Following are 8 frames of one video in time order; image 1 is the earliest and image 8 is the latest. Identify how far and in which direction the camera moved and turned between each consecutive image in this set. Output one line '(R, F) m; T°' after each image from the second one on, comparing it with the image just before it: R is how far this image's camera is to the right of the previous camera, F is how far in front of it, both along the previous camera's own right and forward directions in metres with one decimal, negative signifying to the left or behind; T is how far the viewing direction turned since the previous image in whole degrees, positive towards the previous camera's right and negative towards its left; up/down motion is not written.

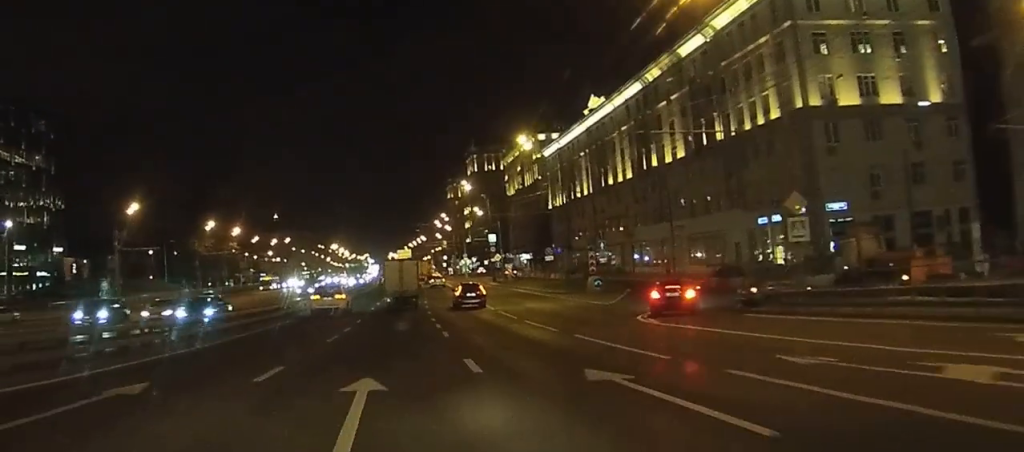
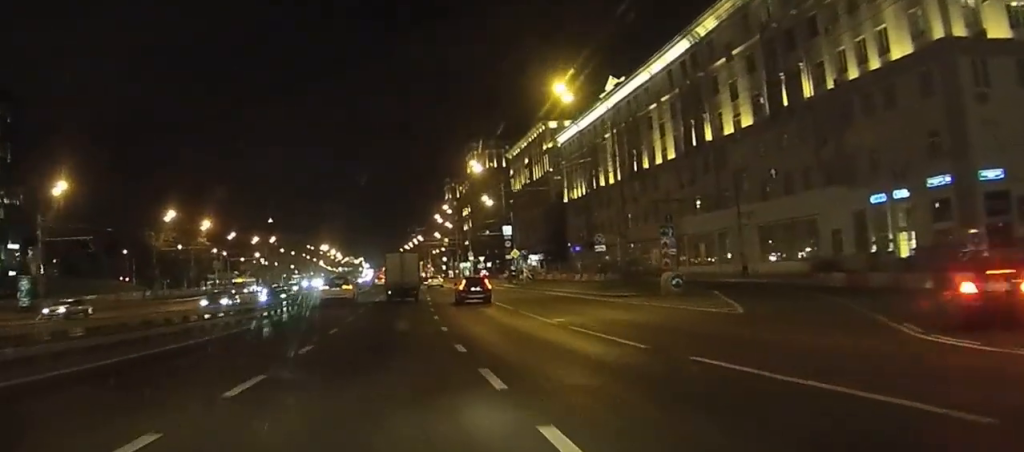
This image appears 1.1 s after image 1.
(0.0, +21.0) m; 0°
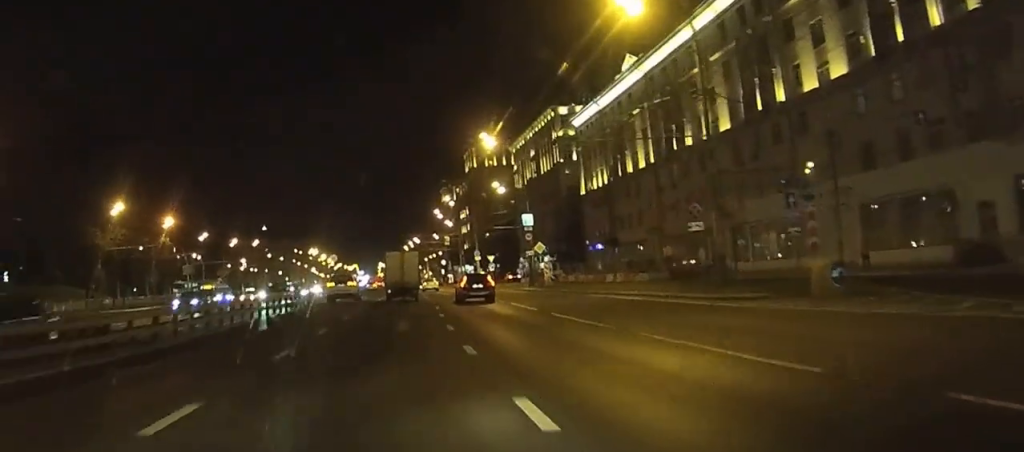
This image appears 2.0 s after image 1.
(0.0, +19.1) m; +1°
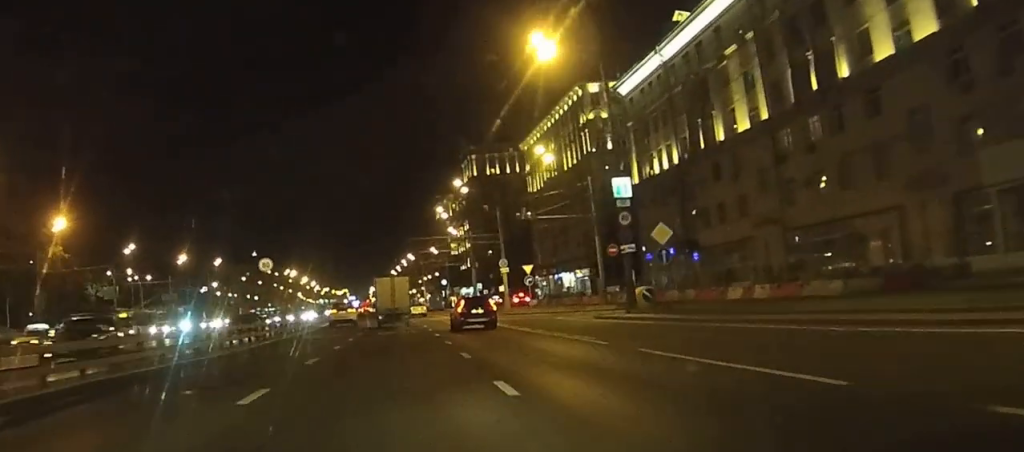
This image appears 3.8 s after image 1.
(+0.5, +35.8) m; +1°
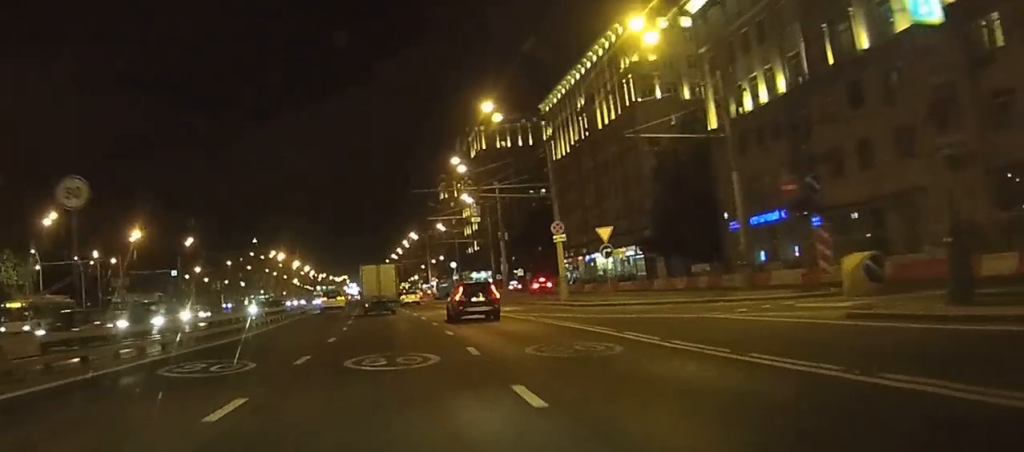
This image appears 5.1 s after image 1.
(-0.2, +25.9) m; -1°
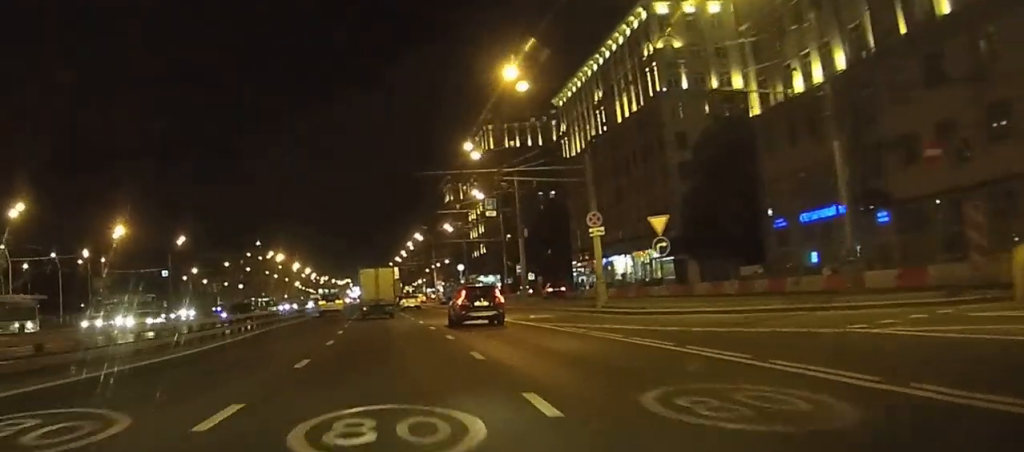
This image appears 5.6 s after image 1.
(-0.1, +8.6) m; 0°
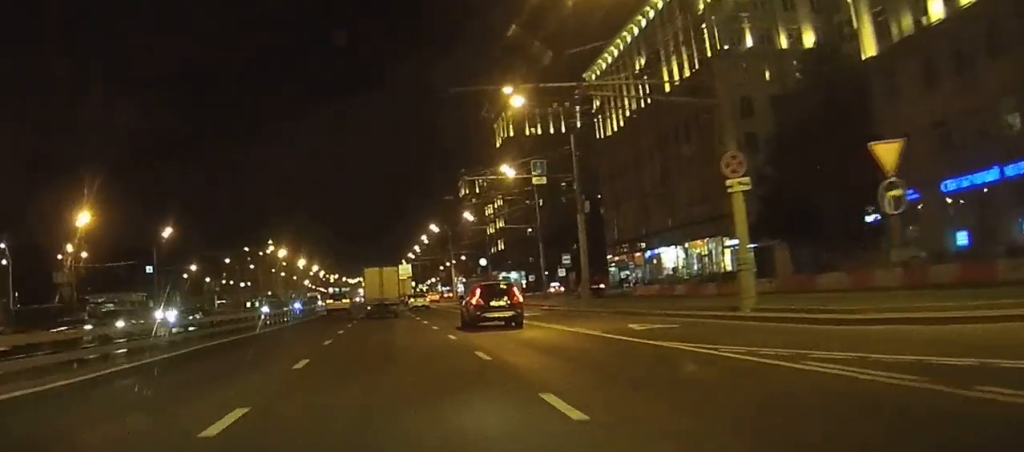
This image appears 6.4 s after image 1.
(-0.1, +16.5) m; 0°
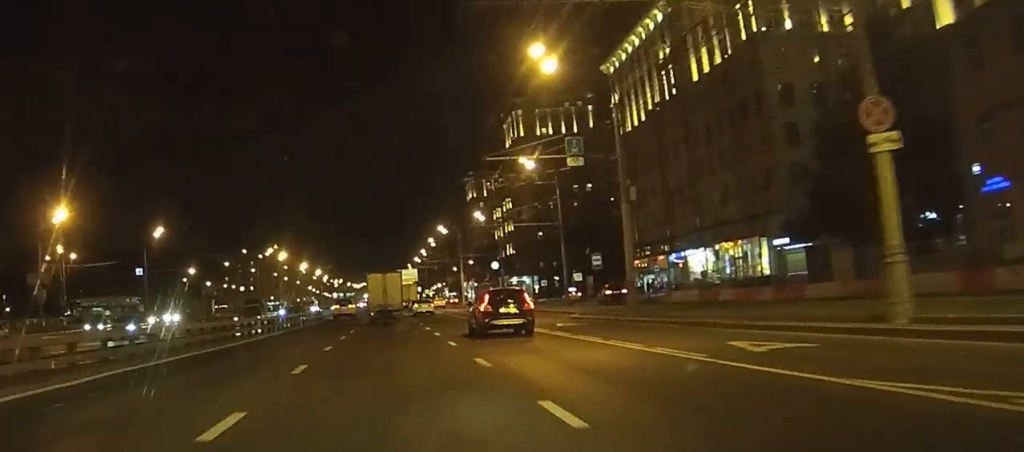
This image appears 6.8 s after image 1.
(0.0, +7.9) m; 0°
